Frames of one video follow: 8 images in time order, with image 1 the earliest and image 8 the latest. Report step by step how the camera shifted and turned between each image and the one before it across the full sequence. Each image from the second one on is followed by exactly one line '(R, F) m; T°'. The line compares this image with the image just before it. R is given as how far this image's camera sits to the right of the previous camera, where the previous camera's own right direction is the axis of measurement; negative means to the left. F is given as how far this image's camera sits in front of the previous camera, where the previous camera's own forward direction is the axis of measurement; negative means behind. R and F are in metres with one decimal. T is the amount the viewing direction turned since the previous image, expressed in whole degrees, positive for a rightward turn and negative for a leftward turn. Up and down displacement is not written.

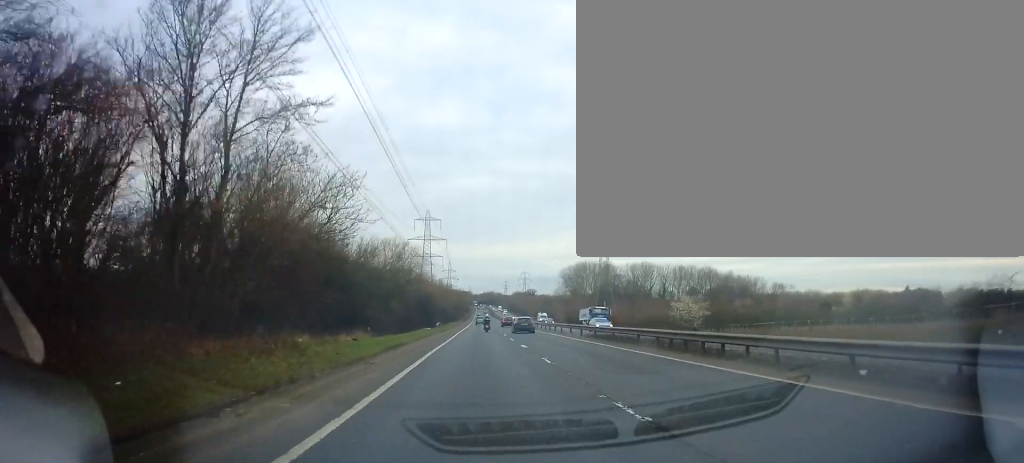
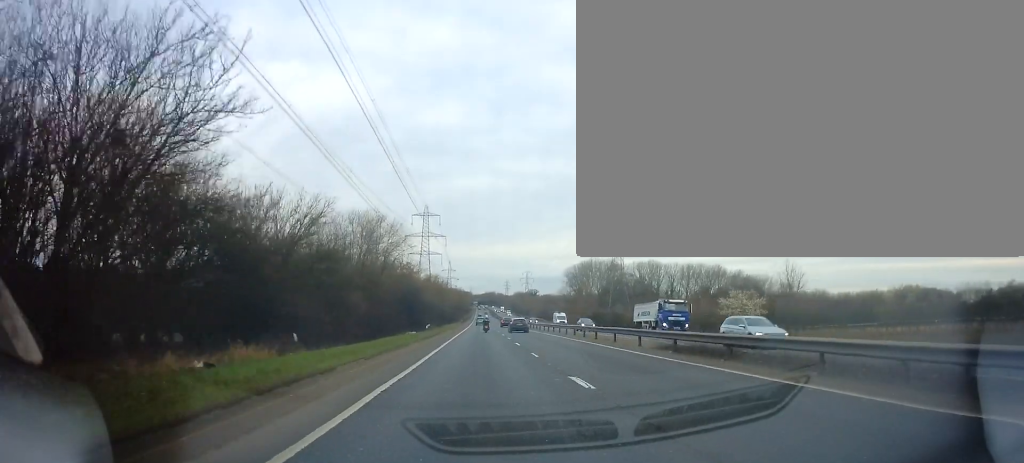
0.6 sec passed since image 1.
(0.0, +15.5) m; 0°
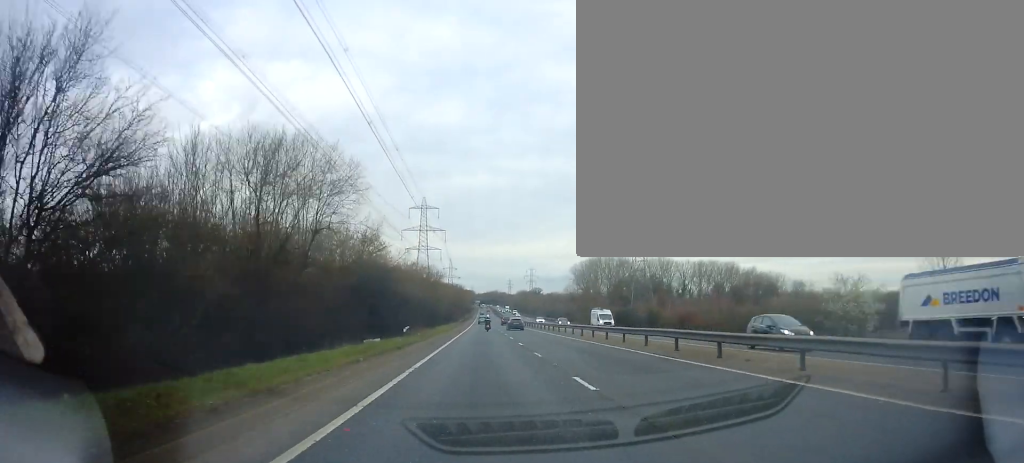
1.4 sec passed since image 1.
(+0.1, +19.2) m; 0°
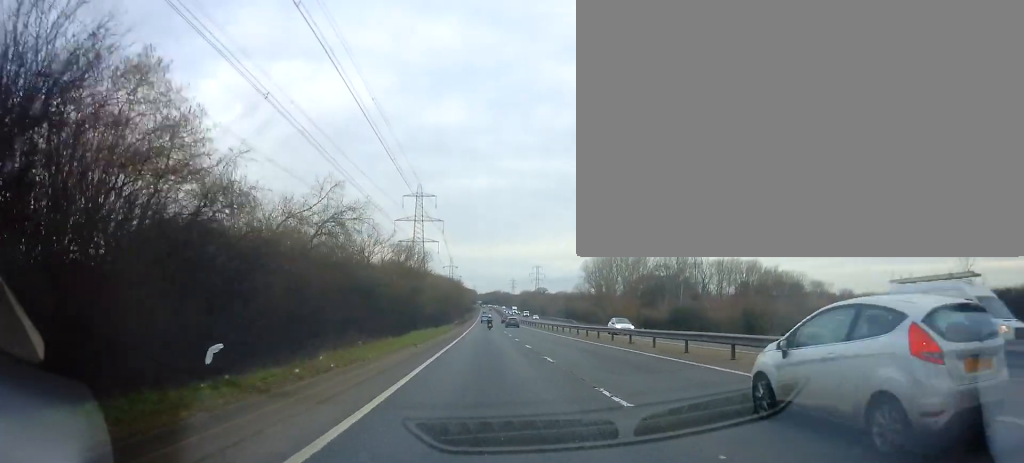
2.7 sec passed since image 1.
(-0.1, +30.0) m; -1°
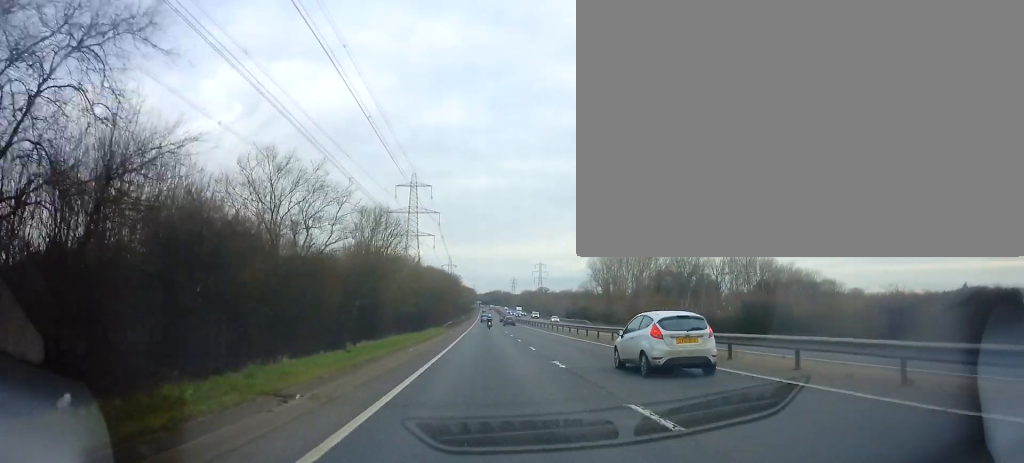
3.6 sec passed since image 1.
(-0.1, +20.3) m; 0°
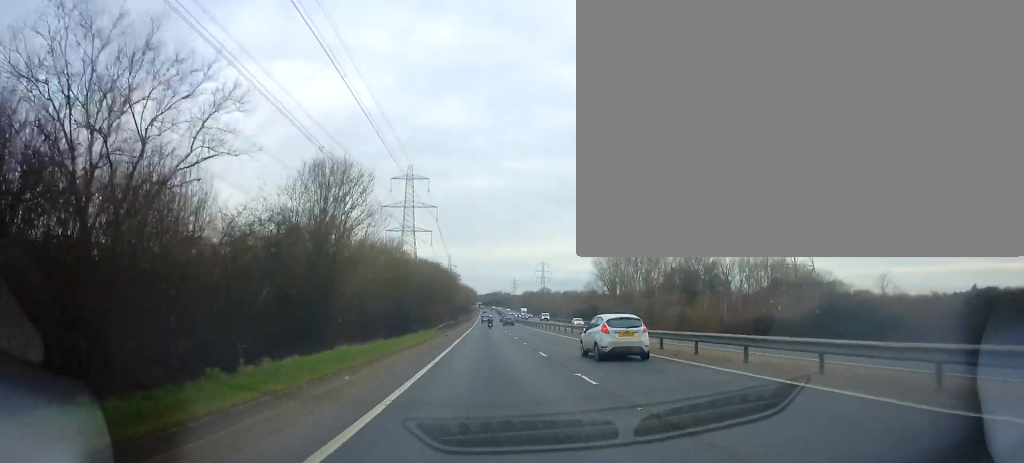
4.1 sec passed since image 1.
(0.0, +13.3) m; 0°
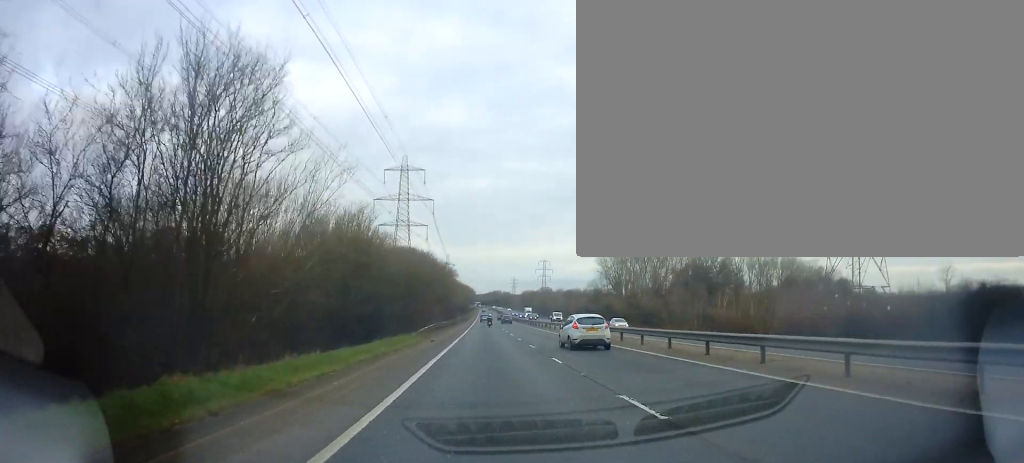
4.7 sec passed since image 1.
(0.0, +13.3) m; 0°
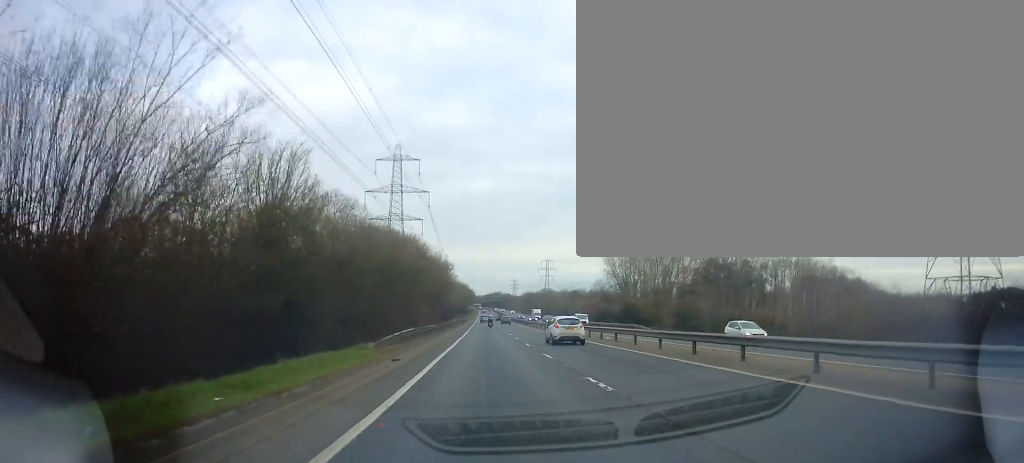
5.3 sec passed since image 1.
(0.0, +14.8) m; 0°
